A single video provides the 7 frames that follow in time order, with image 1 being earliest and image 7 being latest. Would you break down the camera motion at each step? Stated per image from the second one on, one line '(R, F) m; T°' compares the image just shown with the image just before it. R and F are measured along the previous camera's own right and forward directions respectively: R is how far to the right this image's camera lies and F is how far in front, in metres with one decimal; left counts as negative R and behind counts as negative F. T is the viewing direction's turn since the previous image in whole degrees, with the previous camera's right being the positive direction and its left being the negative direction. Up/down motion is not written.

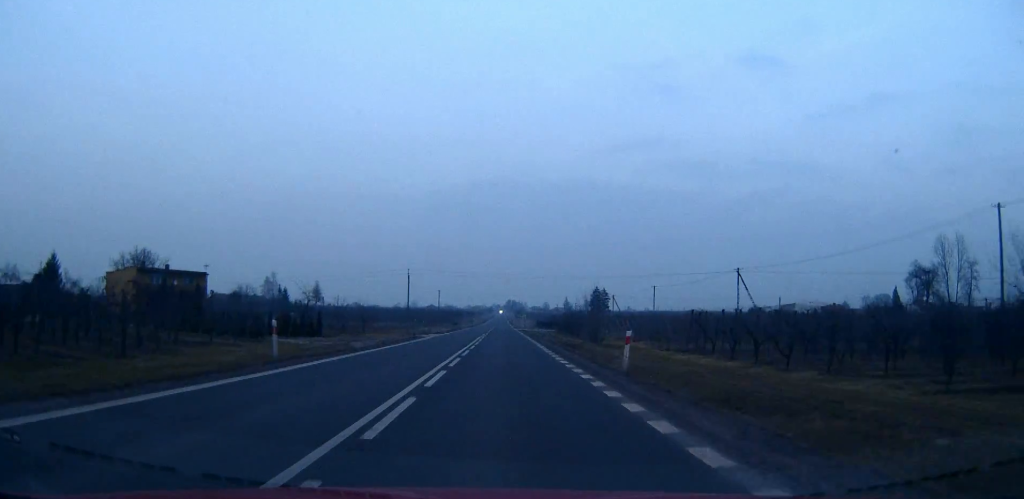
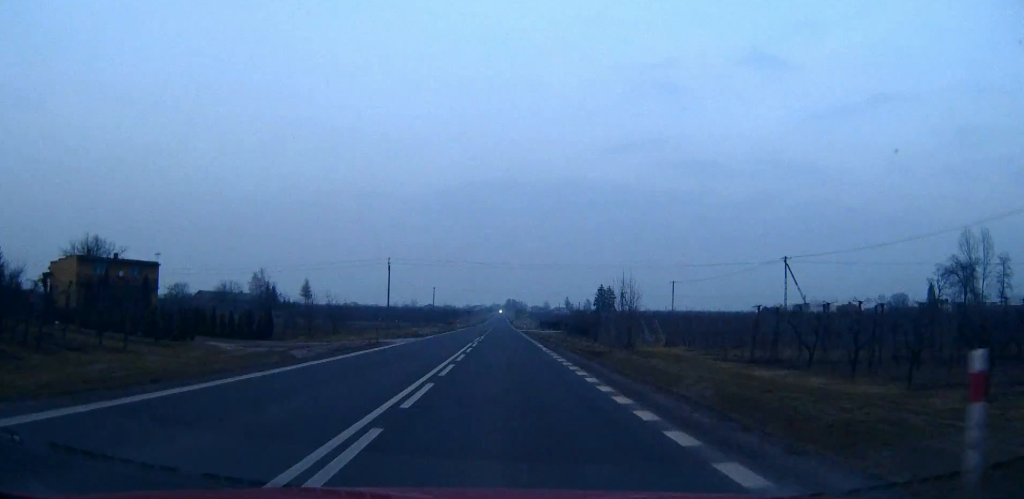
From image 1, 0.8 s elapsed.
(0.0, +14.8) m; 0°
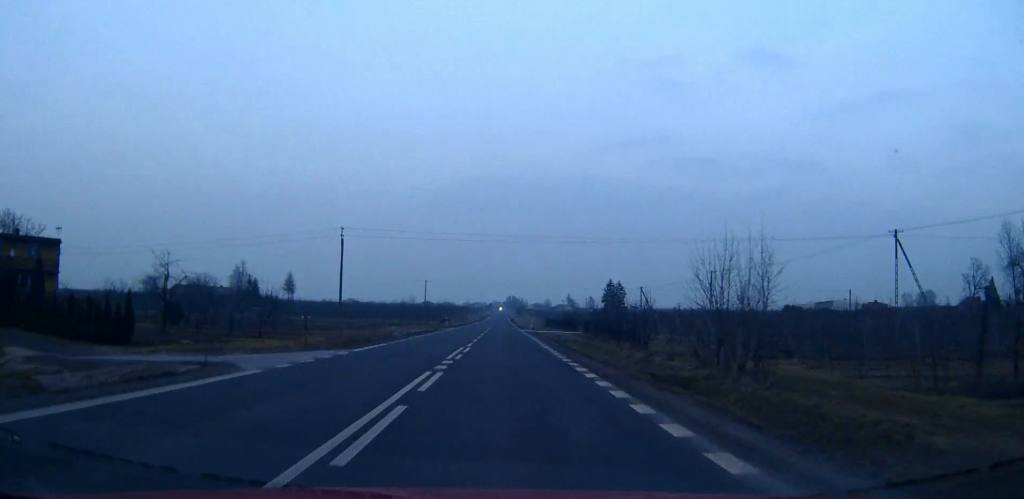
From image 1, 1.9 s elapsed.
(0.0, +21.5) m; 0°
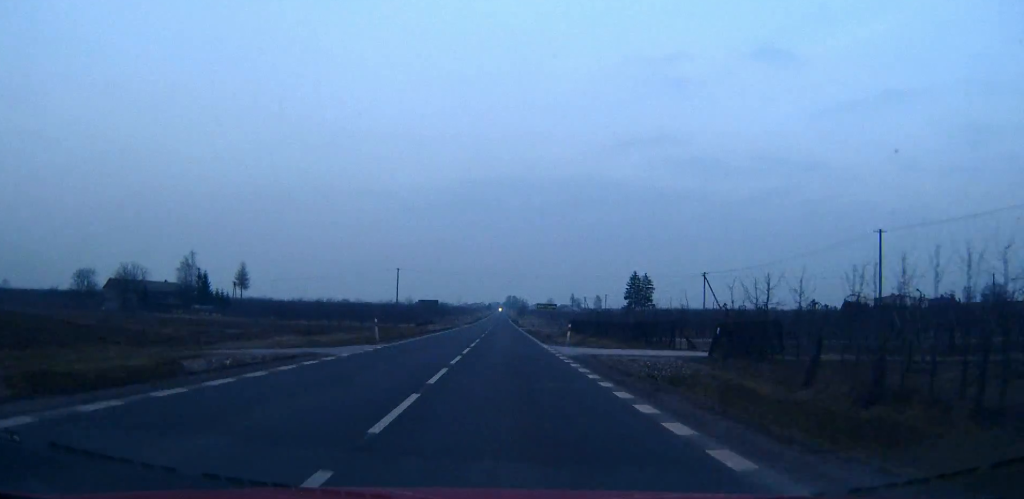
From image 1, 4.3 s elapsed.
(+0.2, +46.4) m; 0°
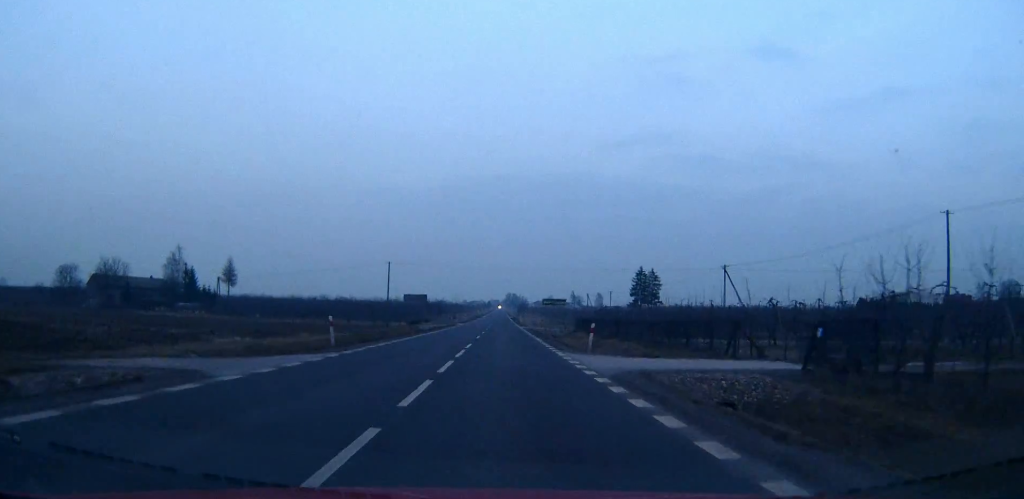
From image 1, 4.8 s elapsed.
(0.0, +9.7) m; 0°
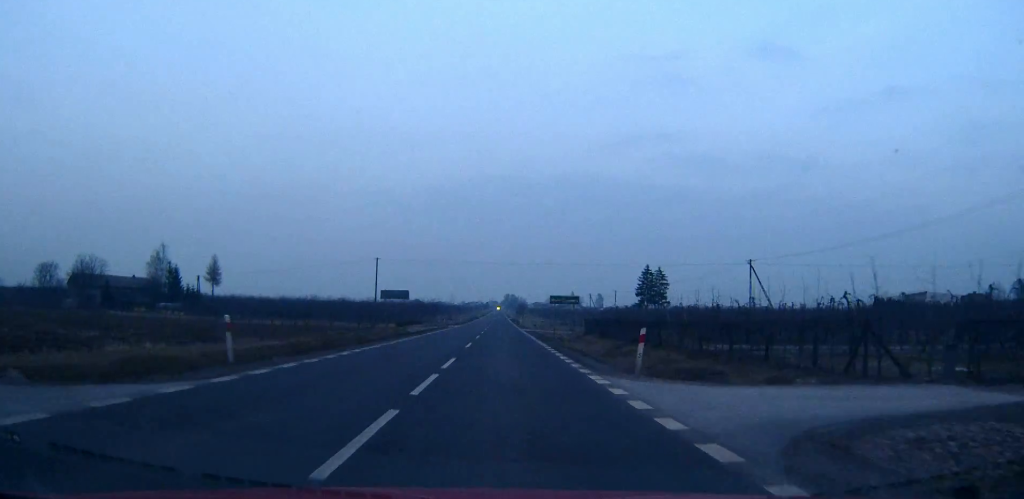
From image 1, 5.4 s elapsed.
(0.0, +10.3) m; 0°
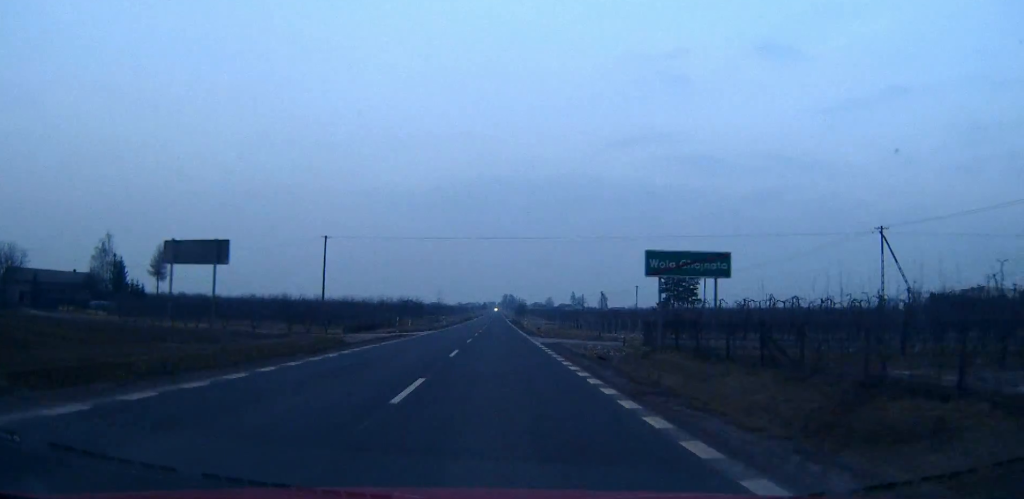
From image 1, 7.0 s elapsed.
(+0.1, +30.9) m; 0°
